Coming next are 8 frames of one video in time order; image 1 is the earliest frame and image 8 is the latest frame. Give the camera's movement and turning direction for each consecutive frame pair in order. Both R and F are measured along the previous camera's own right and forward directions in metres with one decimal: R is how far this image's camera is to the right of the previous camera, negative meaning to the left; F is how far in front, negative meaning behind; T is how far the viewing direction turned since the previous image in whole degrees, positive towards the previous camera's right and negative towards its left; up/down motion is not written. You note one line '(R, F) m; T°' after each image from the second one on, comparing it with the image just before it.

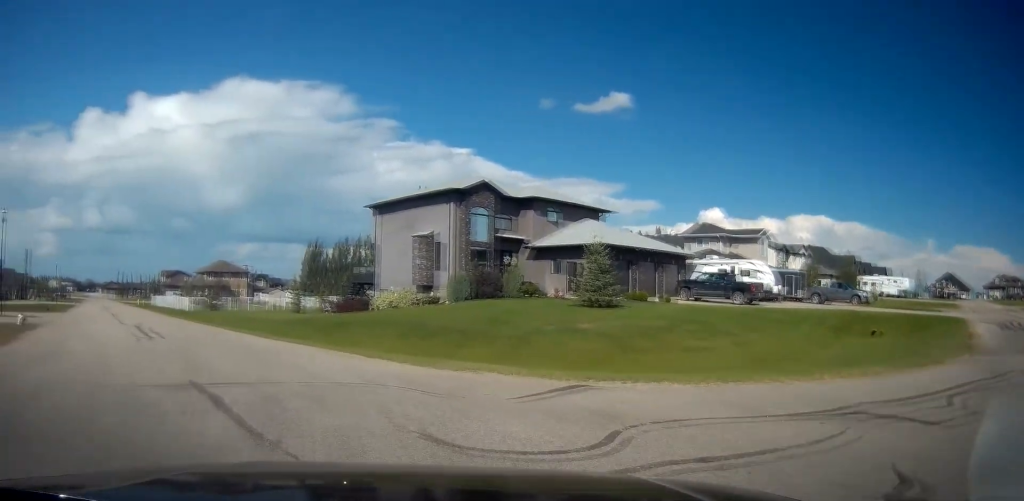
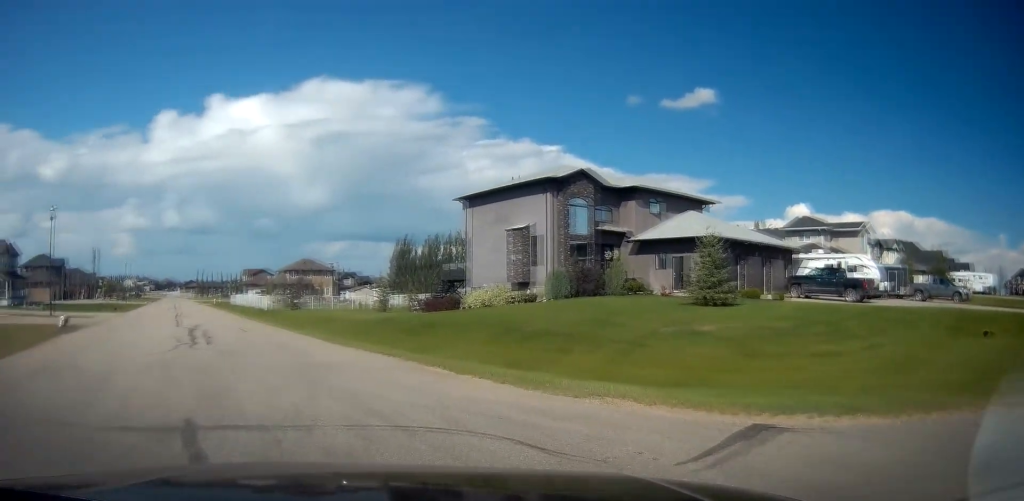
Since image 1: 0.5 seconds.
(-0.3, +2.8) m; -10°
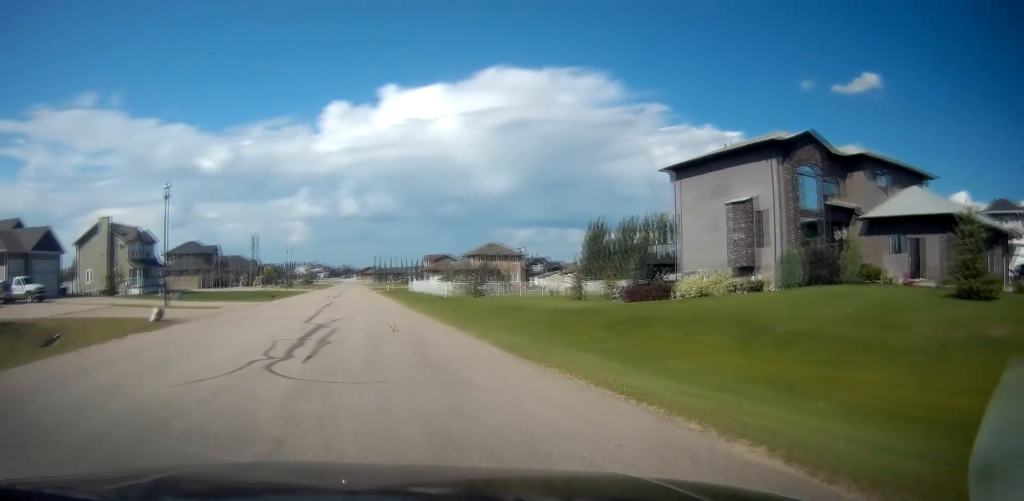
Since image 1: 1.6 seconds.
(-1.2, +6.2) m; -19°
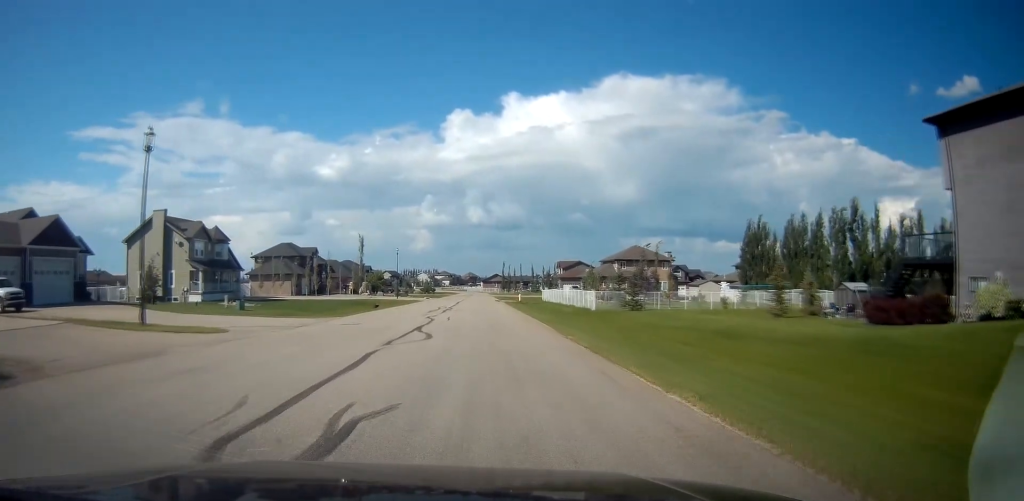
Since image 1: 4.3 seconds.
(-4.1, +15.0) m; -18°
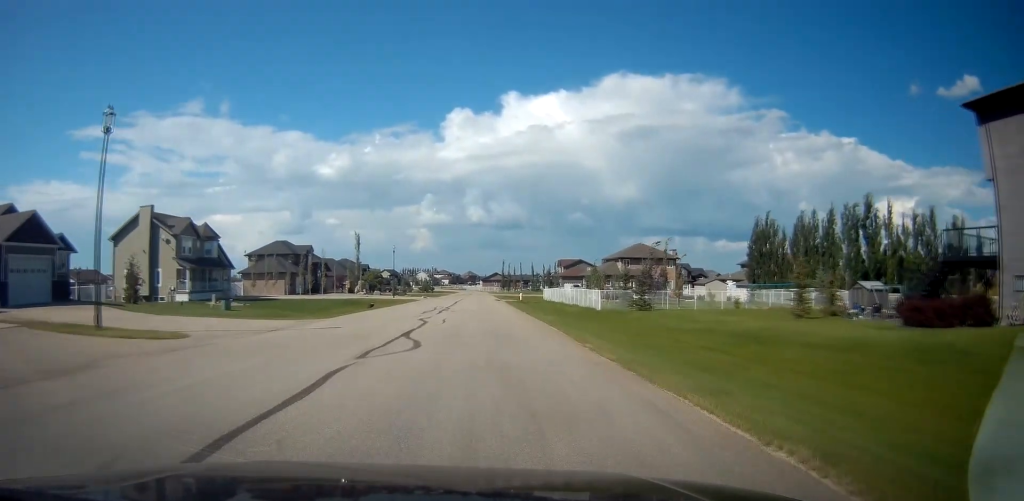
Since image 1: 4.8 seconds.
(+0.2, +2.8) m; +3°
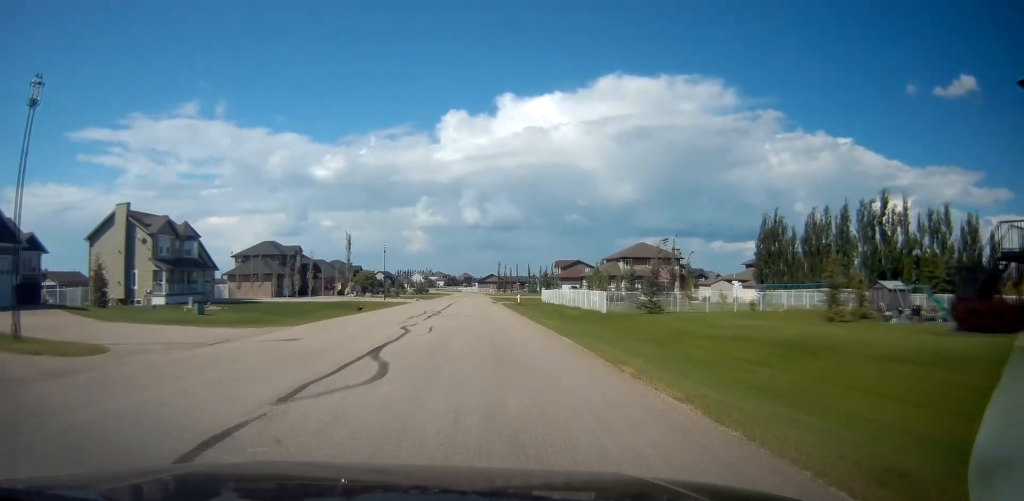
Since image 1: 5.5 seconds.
(+0.1, +4.0) m; +2°
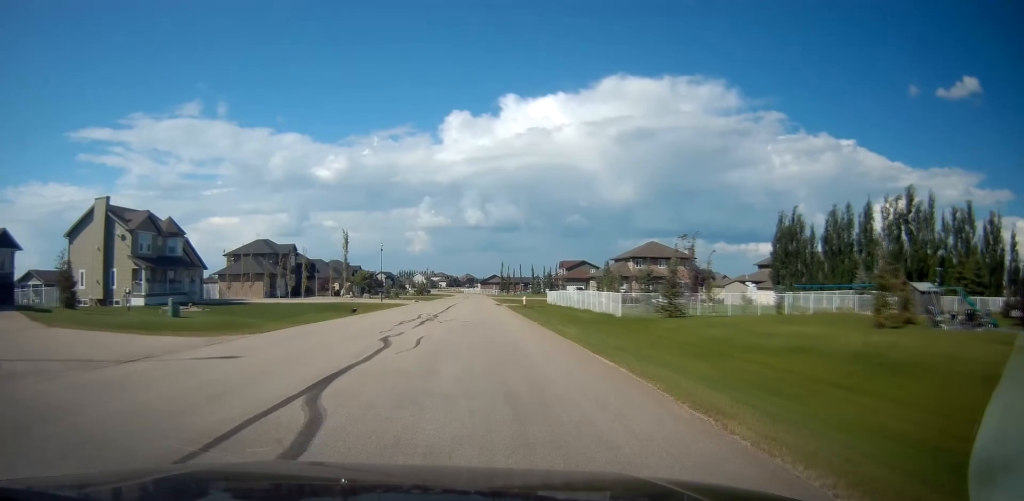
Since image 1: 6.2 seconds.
(0.0, +4.3) m; 0°
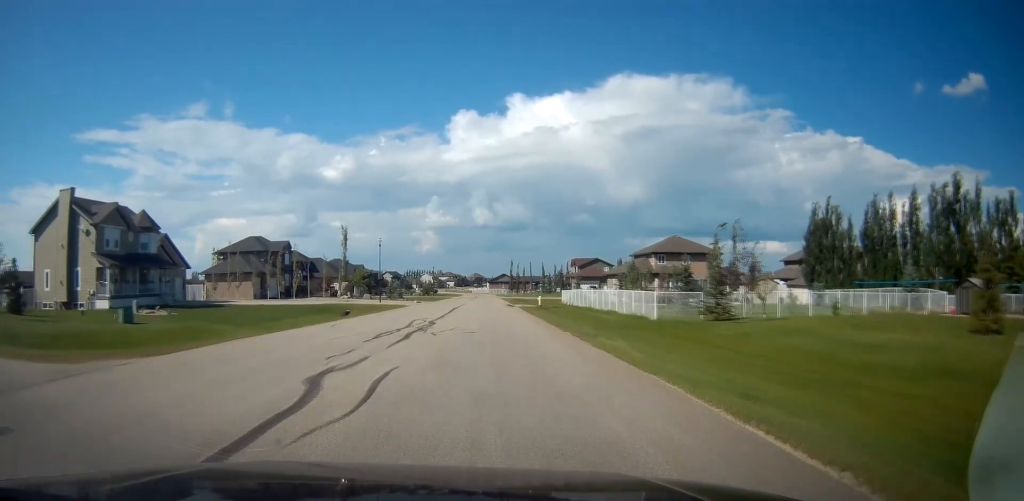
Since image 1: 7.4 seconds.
(-0.2, +6.8) m; -4°
